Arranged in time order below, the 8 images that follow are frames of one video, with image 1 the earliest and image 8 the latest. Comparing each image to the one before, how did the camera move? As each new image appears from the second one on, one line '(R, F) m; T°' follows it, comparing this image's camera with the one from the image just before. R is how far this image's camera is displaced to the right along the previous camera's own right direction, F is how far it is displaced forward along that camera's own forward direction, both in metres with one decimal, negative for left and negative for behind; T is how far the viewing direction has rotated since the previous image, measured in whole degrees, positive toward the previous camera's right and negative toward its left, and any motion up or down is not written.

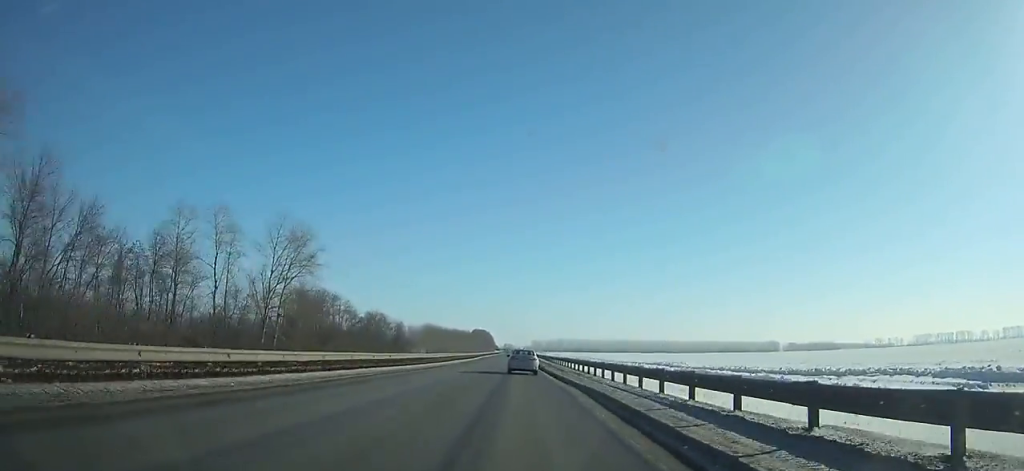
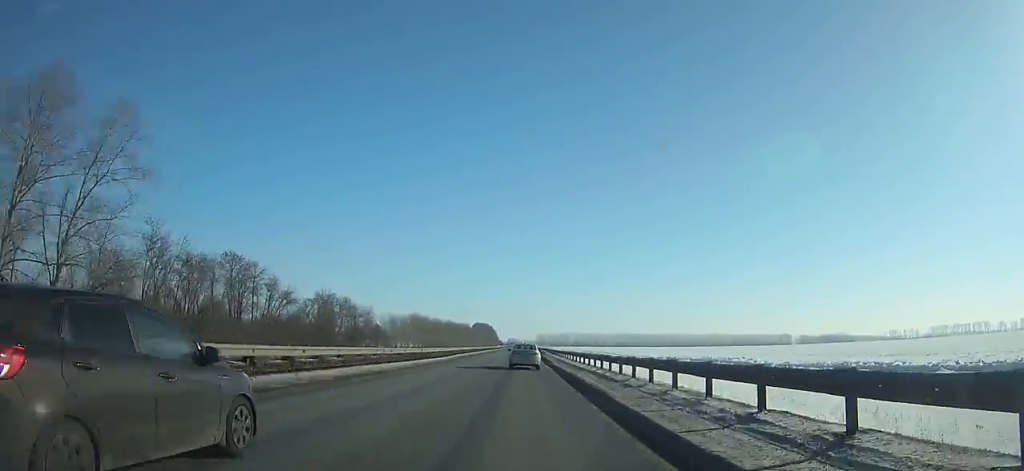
(0.0, +42.0) m; 0°
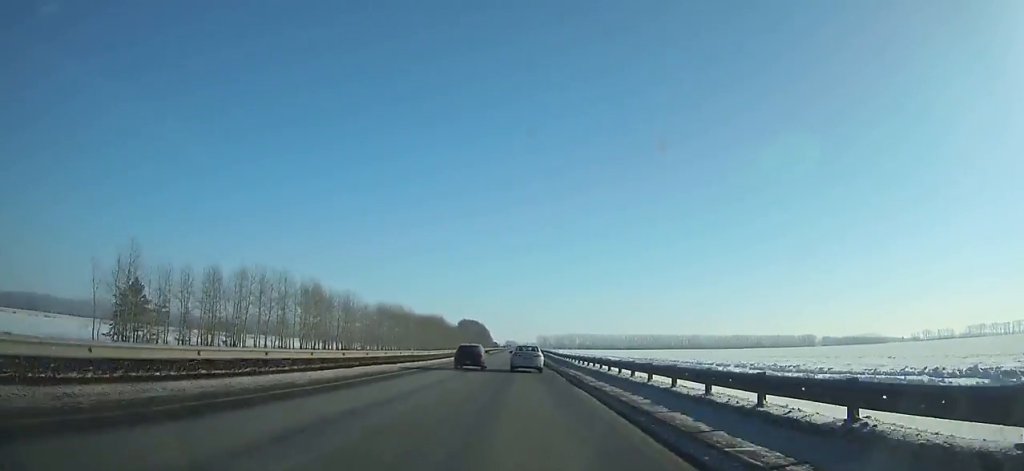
(+0.5, +120.9) m; +1°
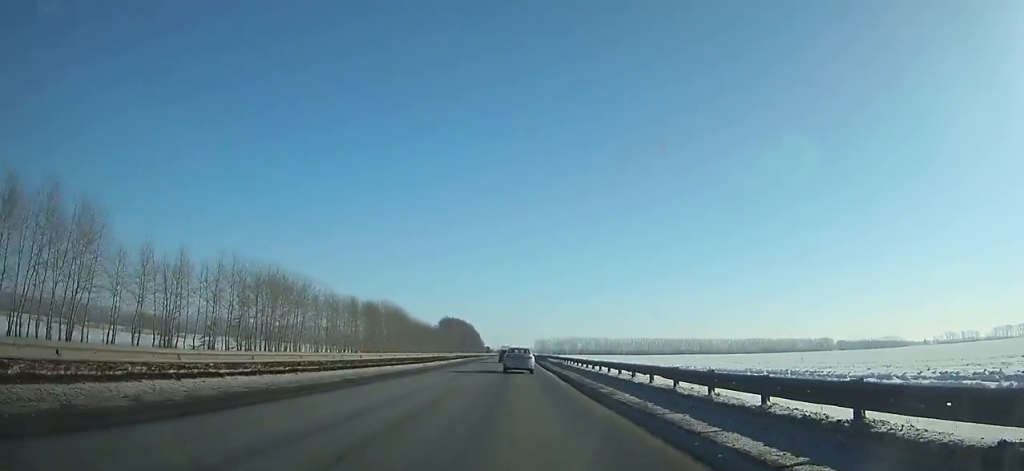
(+0.3, +87.0) m; 0°
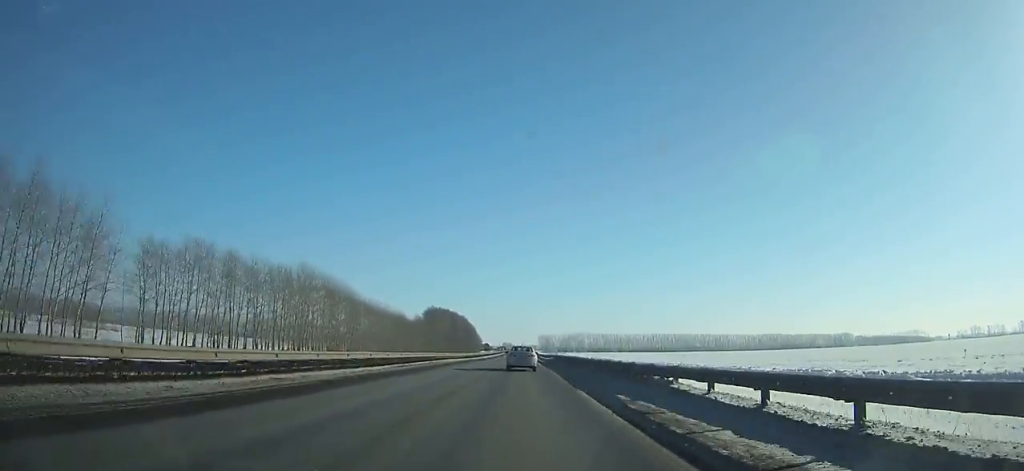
(-0.3, +65.4) m; 0°
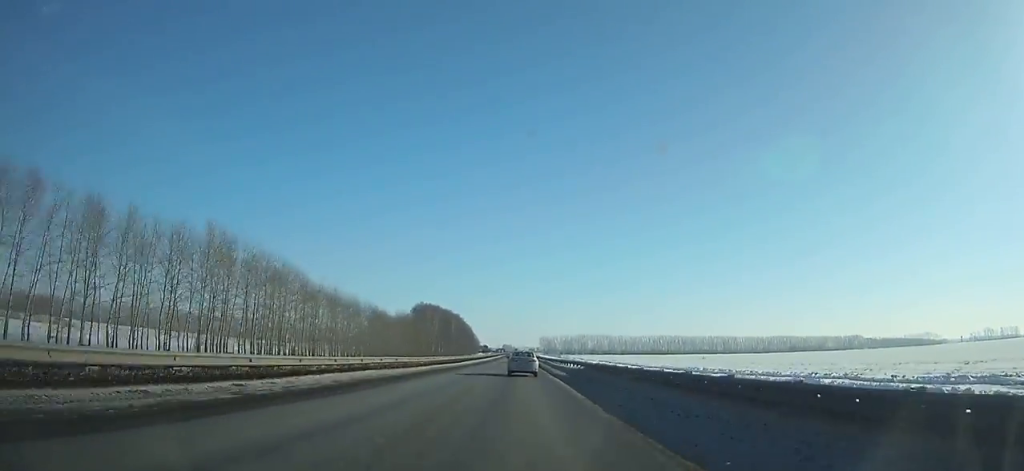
(0.0, +33.2) m; 0°
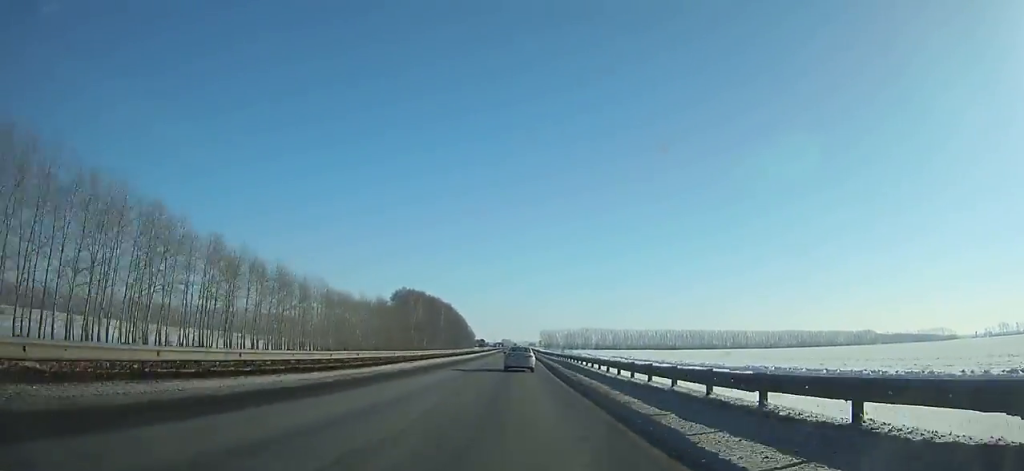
(0.0, +39.6) m; 0°
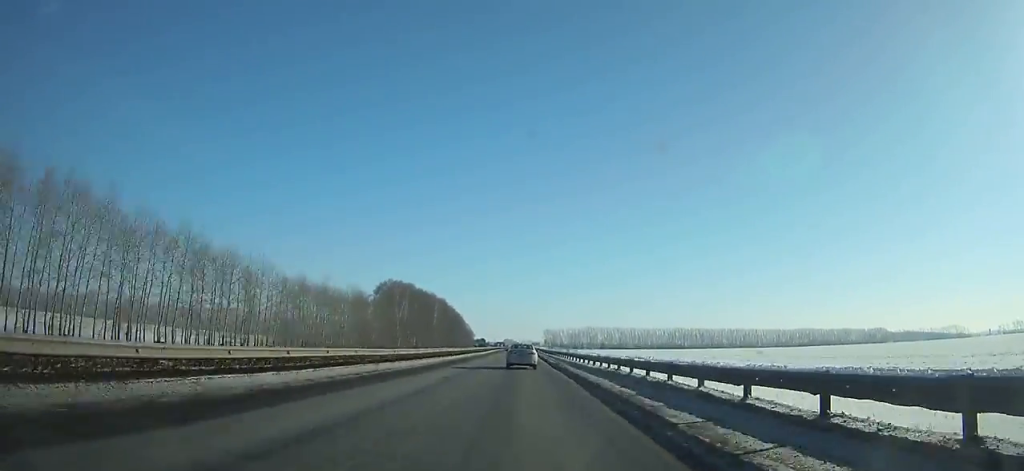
(-0.1, +28.1) m; 0°
